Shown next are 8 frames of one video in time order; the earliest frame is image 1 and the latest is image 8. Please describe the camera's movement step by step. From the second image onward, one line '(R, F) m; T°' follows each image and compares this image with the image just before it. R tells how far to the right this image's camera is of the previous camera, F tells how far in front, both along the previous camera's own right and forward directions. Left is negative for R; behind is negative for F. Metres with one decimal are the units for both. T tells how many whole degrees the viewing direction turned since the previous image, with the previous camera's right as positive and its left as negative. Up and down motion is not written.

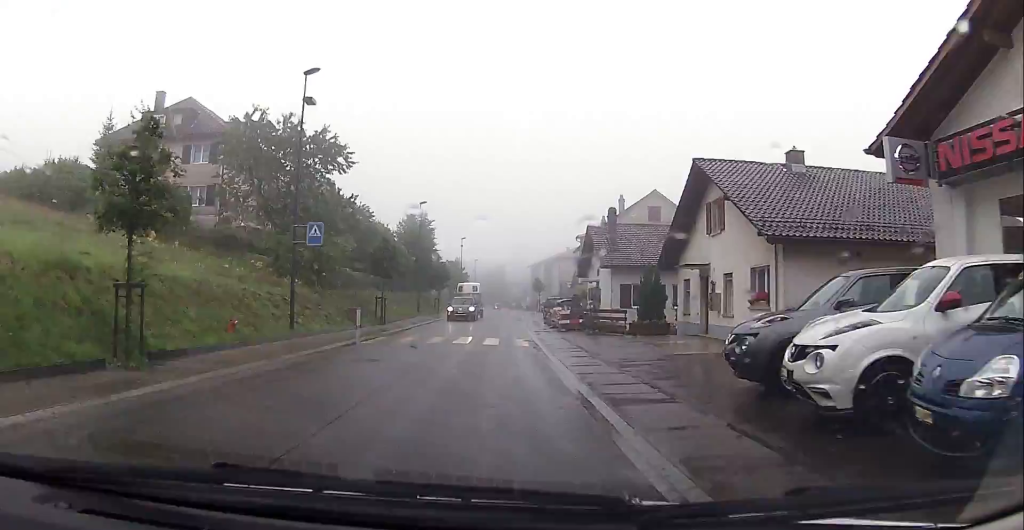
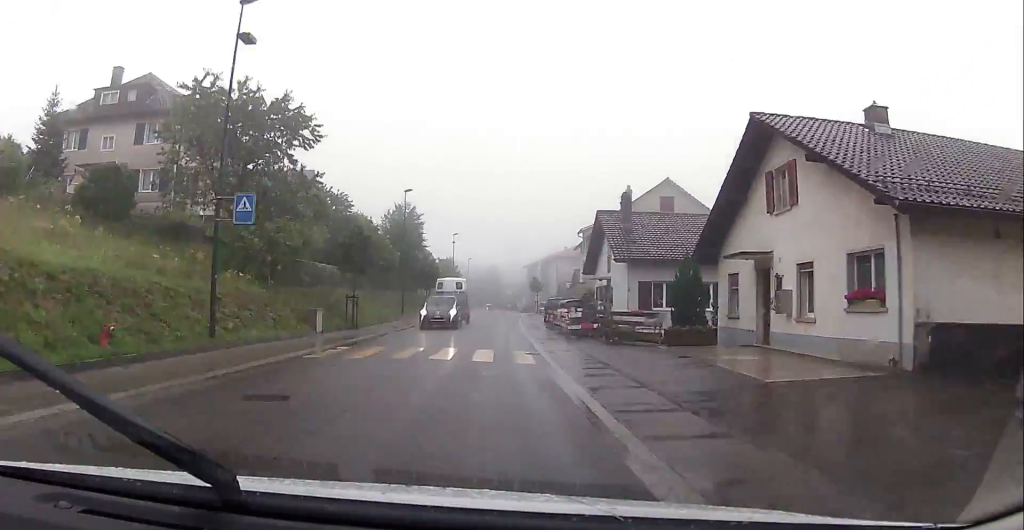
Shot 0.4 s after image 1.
(0.0, +6.1) m; 0°
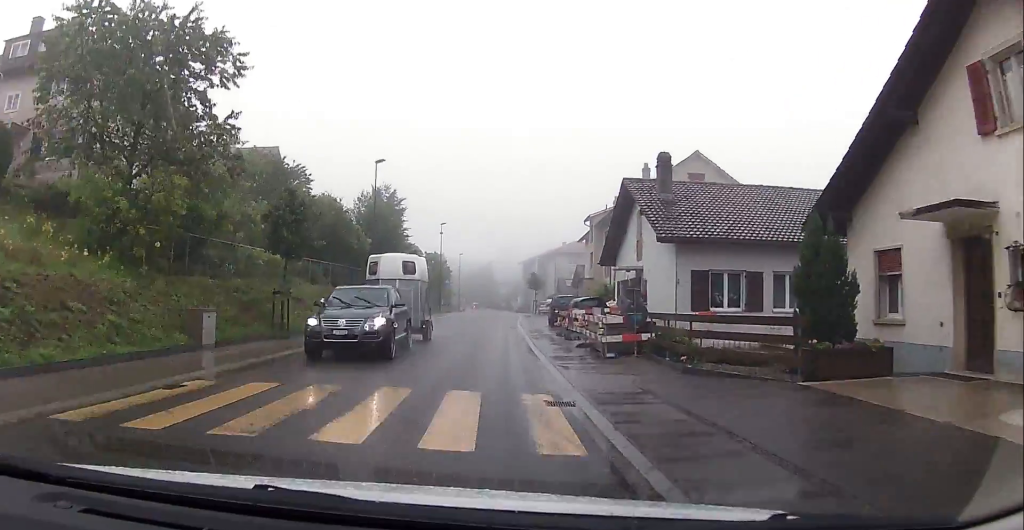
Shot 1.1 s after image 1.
(0.0, +9.5) m; 0°
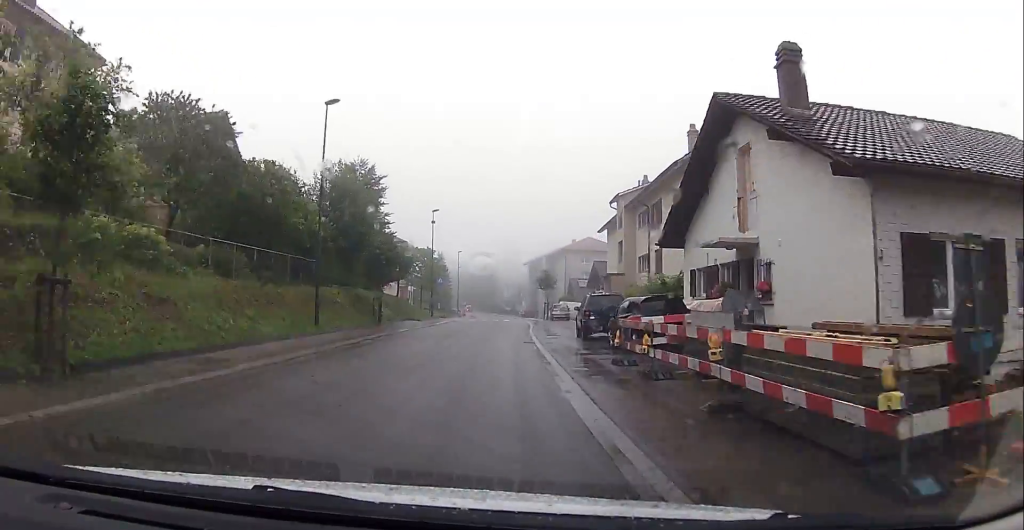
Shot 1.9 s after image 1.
(+0.1, +12.0) m; 0°
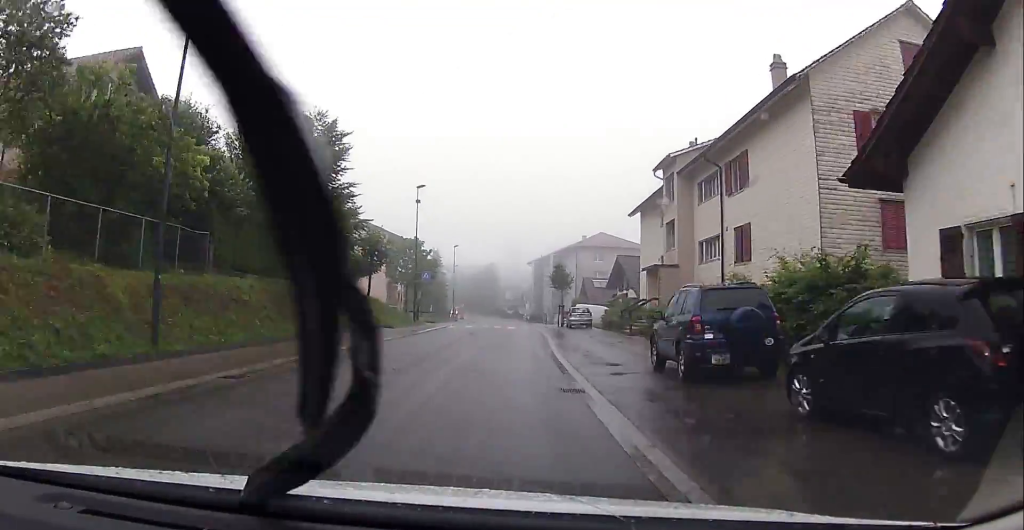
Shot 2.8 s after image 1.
(0.0, +12.6) m; 0°
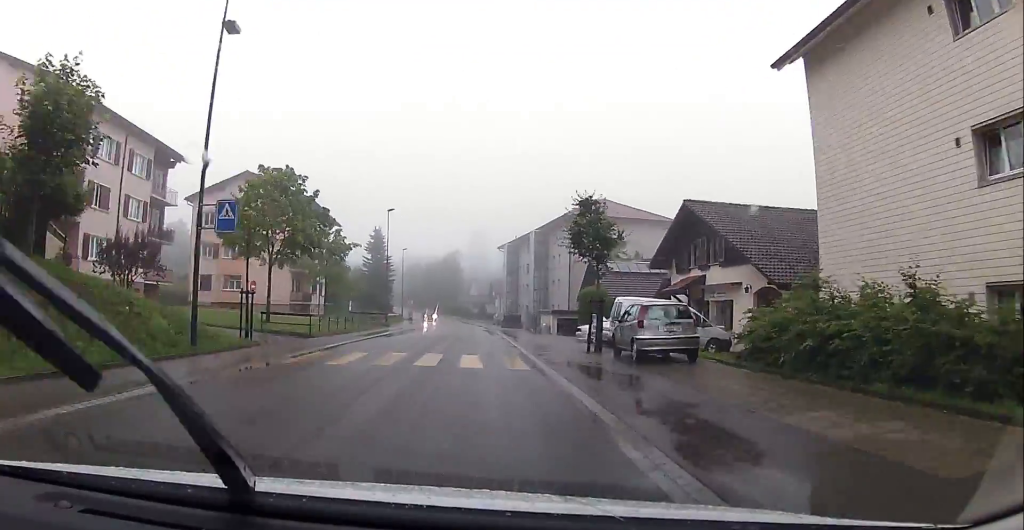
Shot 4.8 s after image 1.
(0.0, +29.0) m; +1°
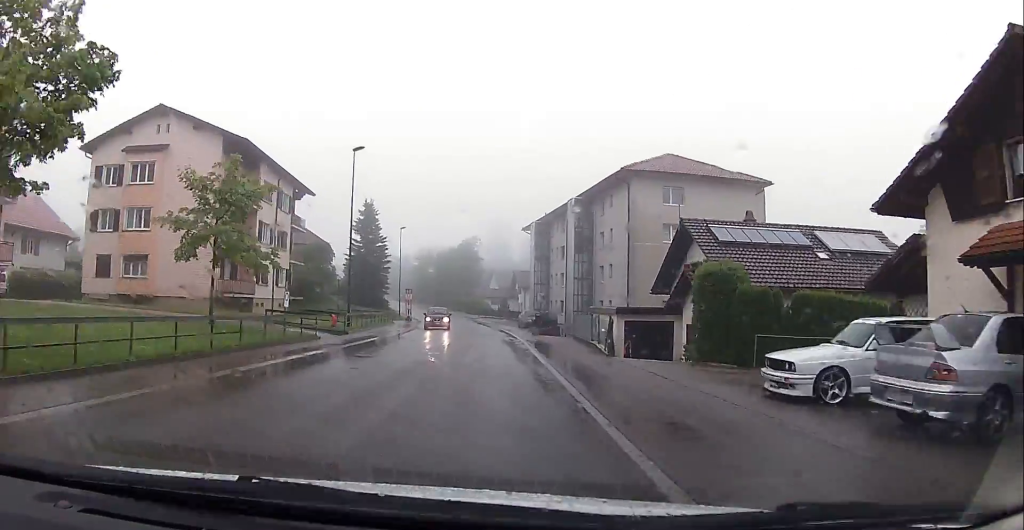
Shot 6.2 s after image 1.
(+0.4, +20.1) m; +1°
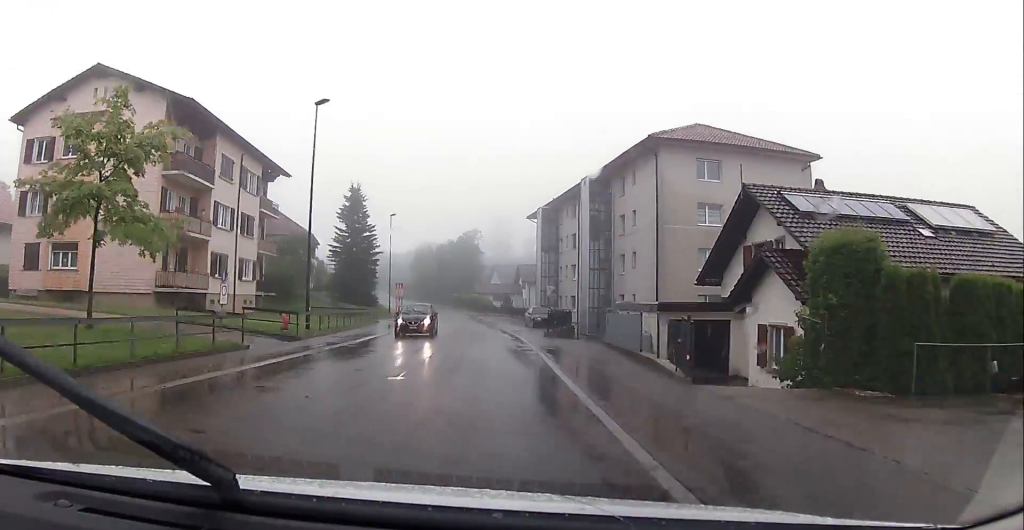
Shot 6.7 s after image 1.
(-0.1, +7.7) m; -1°
